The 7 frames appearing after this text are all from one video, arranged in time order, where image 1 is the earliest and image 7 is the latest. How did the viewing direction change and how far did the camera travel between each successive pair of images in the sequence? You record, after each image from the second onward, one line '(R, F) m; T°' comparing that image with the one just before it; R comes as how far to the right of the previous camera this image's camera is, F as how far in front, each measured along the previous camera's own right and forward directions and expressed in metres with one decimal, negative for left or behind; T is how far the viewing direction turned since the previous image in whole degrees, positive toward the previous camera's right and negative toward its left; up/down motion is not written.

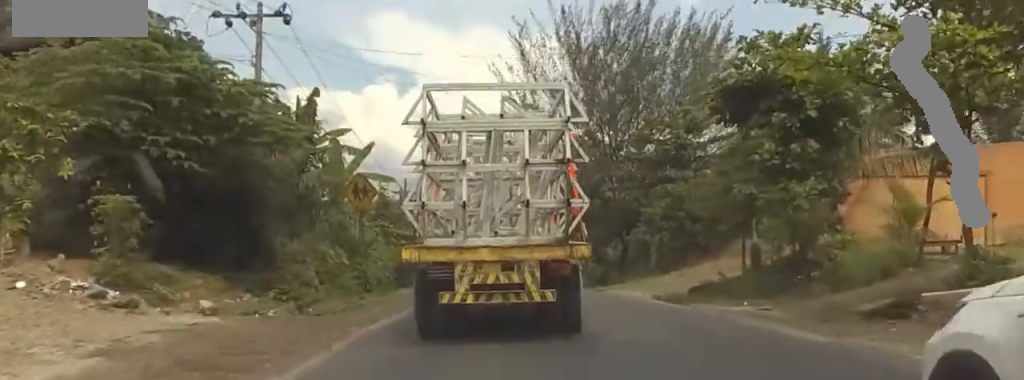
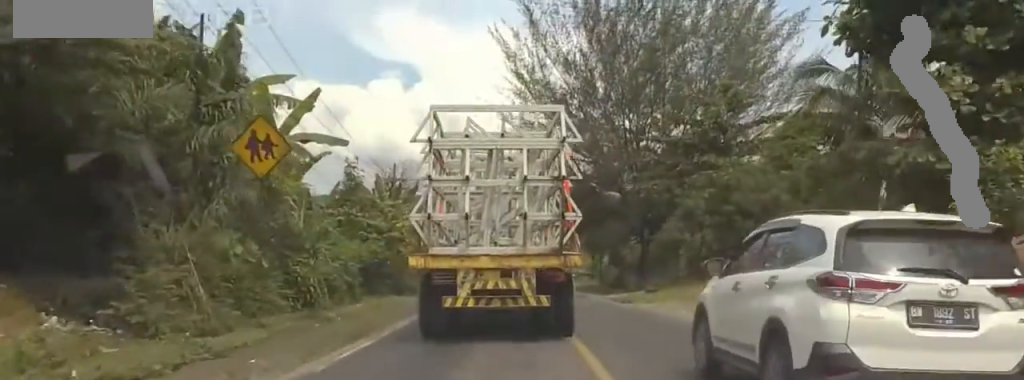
(+1.1, +10.7) m; +2°
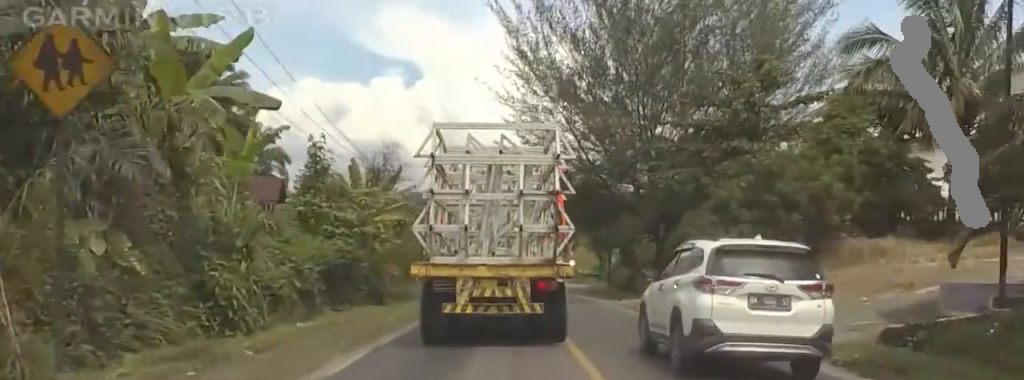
(-0.6, +6.6) m; +1°
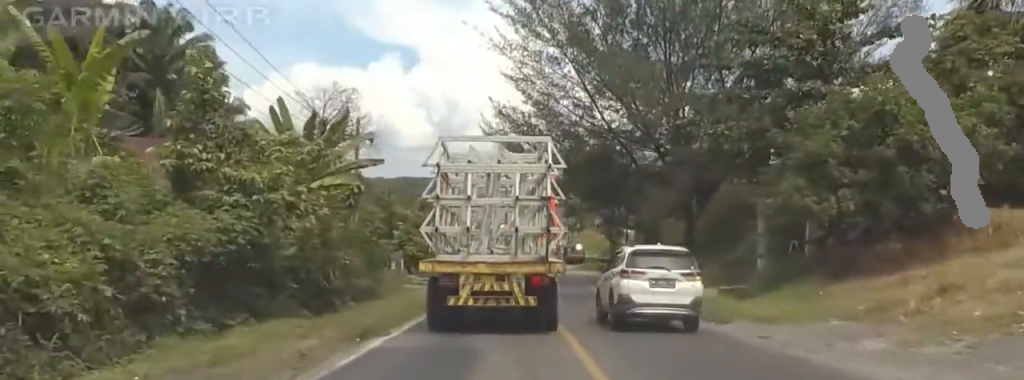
(+0.4, +9.5) m; +6°
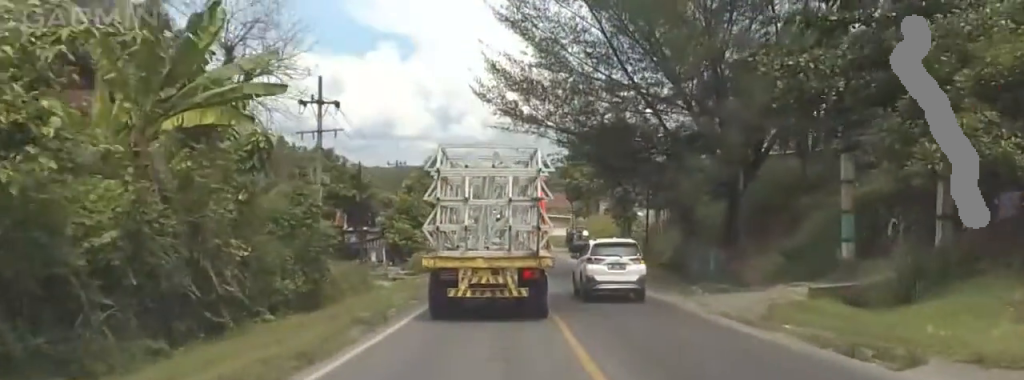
(+0.6, +8.1) m; +7°
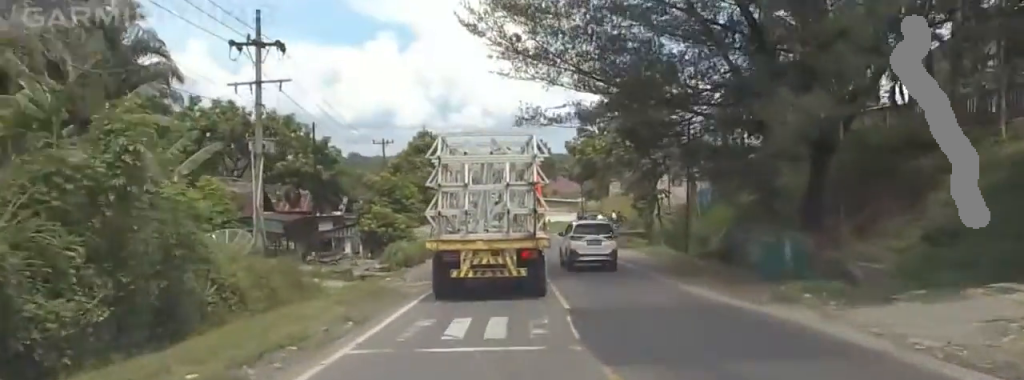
(+0.3, +8.6) m; +6°
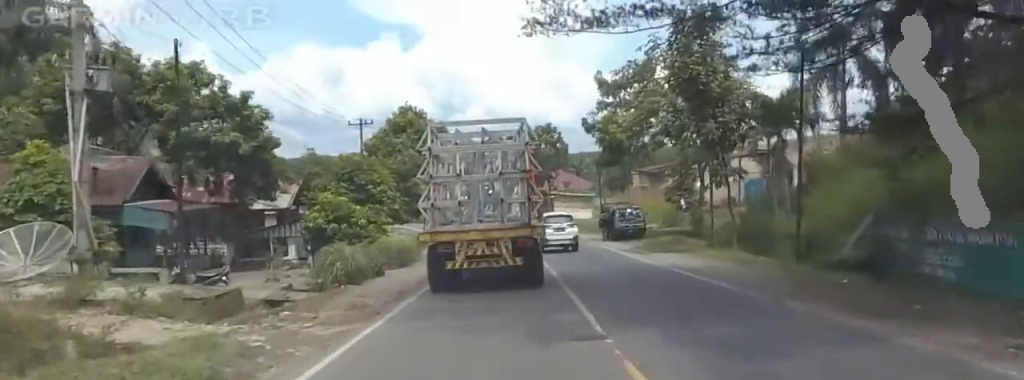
(+1.0, +11.5) m; +7°
